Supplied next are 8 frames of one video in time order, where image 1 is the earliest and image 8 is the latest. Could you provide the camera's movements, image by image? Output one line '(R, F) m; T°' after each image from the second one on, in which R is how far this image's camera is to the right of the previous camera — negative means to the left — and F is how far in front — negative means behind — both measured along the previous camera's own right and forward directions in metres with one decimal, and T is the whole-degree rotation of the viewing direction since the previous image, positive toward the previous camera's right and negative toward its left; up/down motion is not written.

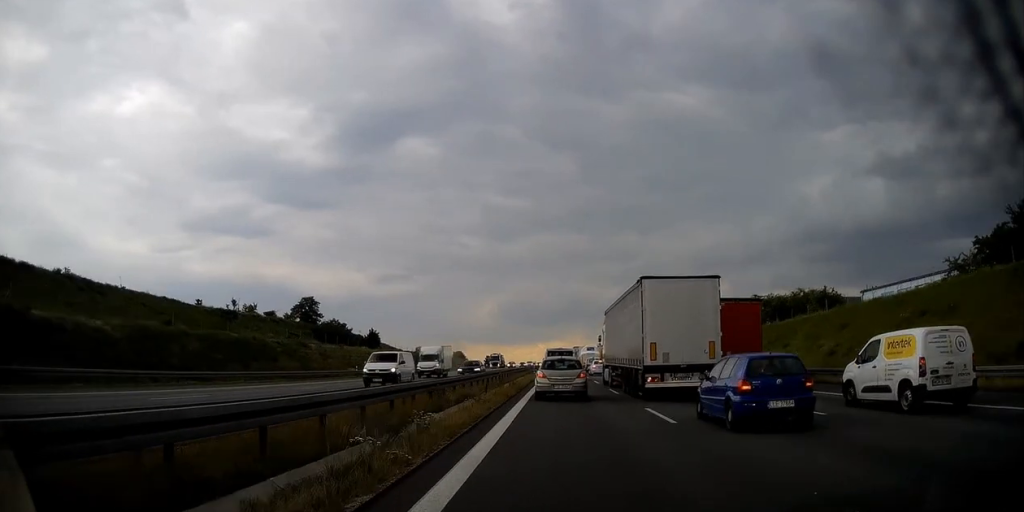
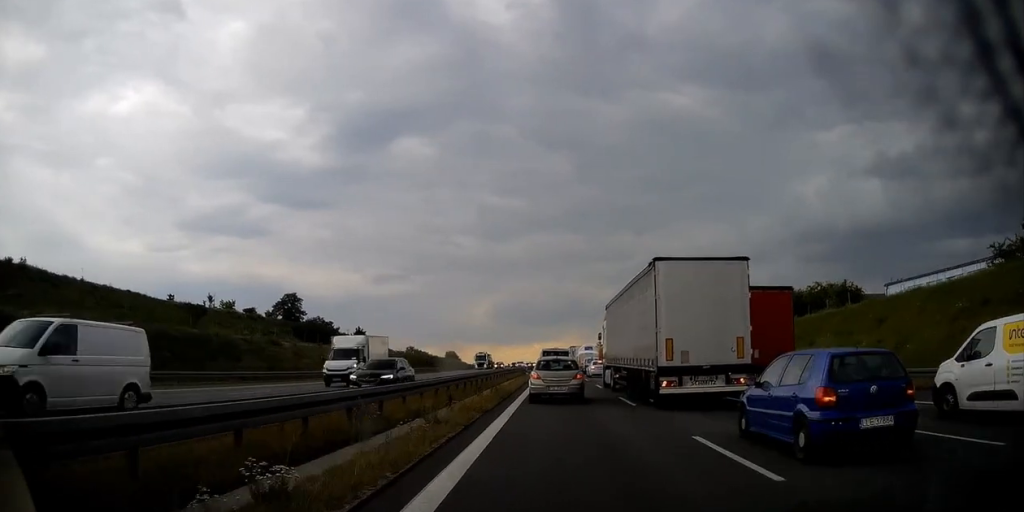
(0.0, +4.8) m; -1°
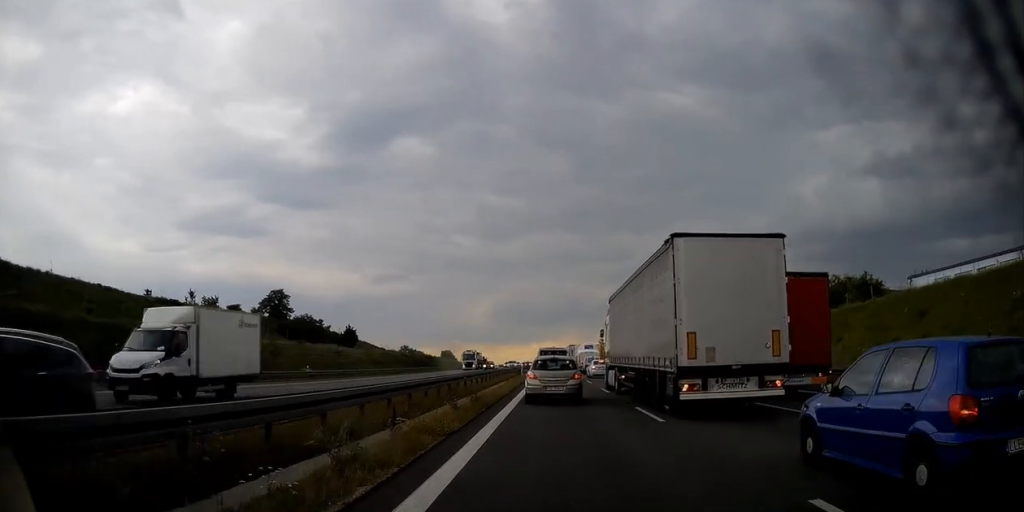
(-0.1, +3.7) m; -1°
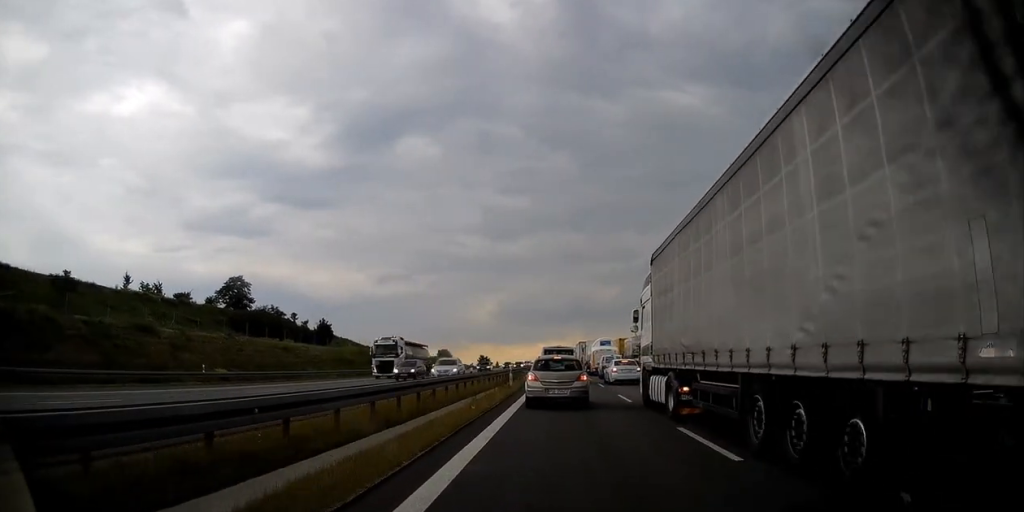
(+0.1, +13.5) m; +1°
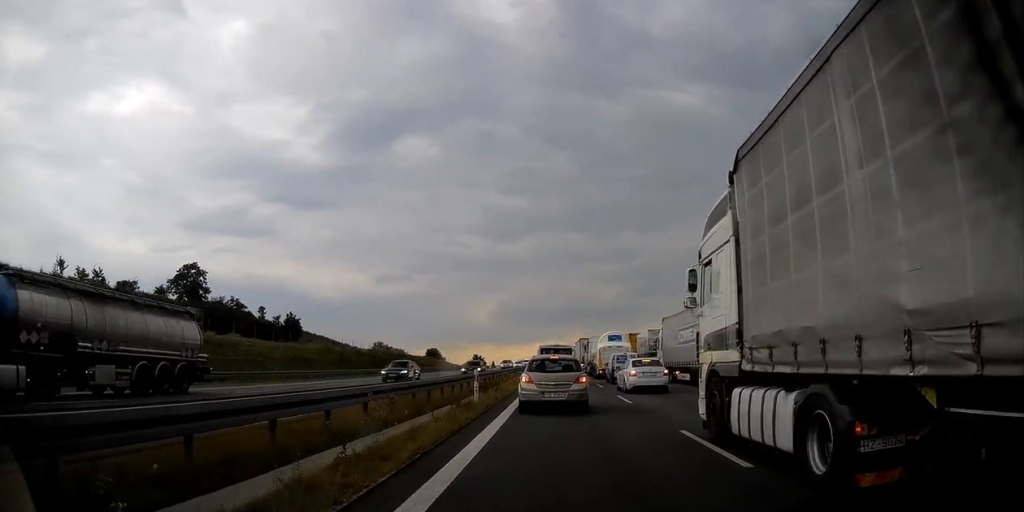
(-0.1, +11.2) m; 0°
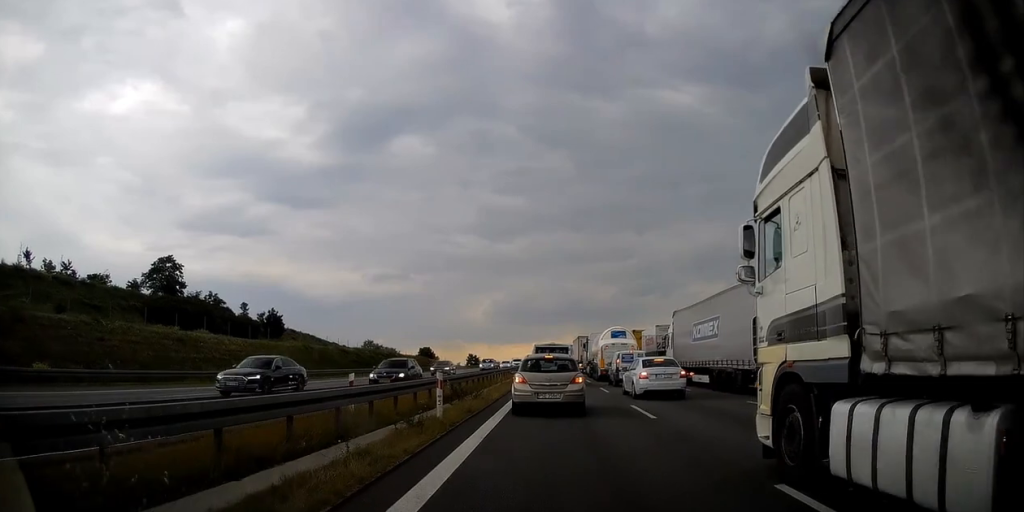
(0.0, +5.1) m; +1°
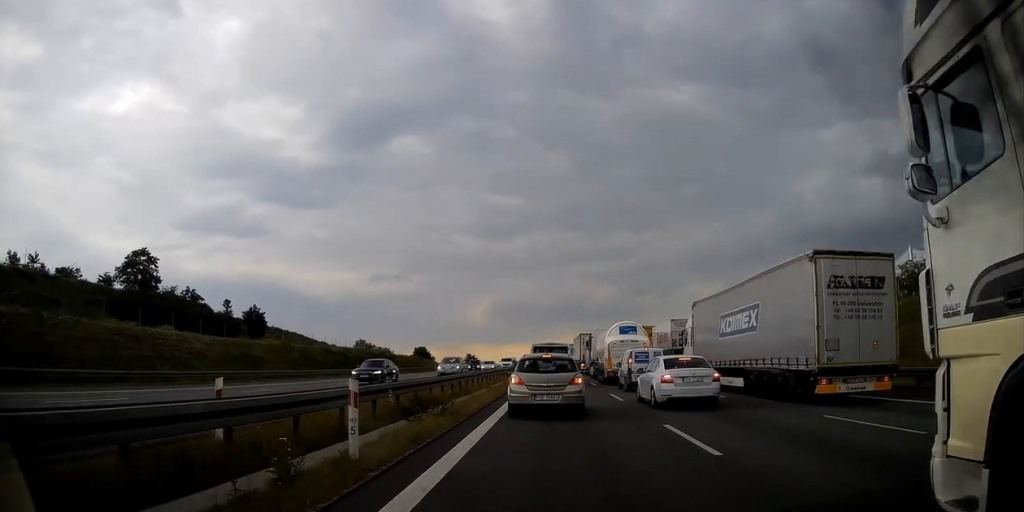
(+0.3, +5.6) m; 0°
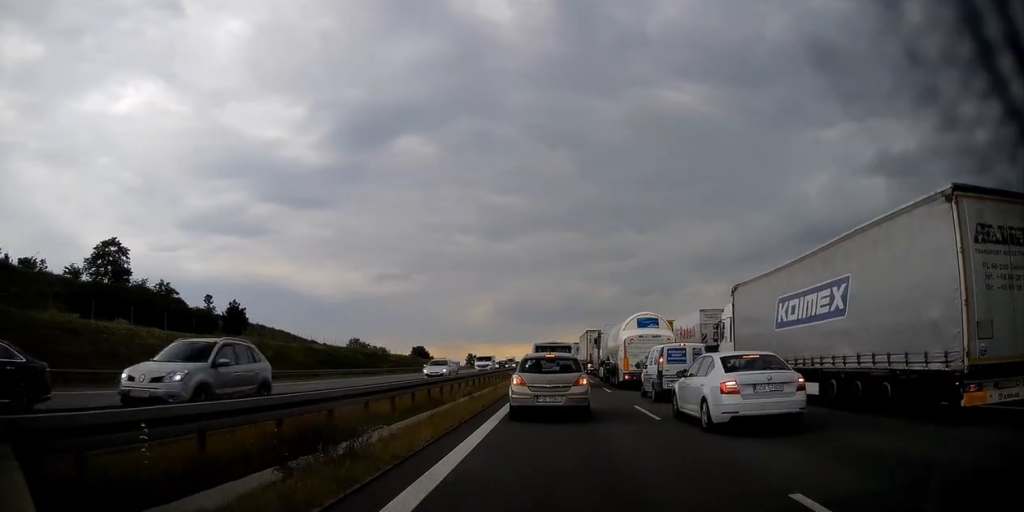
(-0.2, +7.0) m; -2°
